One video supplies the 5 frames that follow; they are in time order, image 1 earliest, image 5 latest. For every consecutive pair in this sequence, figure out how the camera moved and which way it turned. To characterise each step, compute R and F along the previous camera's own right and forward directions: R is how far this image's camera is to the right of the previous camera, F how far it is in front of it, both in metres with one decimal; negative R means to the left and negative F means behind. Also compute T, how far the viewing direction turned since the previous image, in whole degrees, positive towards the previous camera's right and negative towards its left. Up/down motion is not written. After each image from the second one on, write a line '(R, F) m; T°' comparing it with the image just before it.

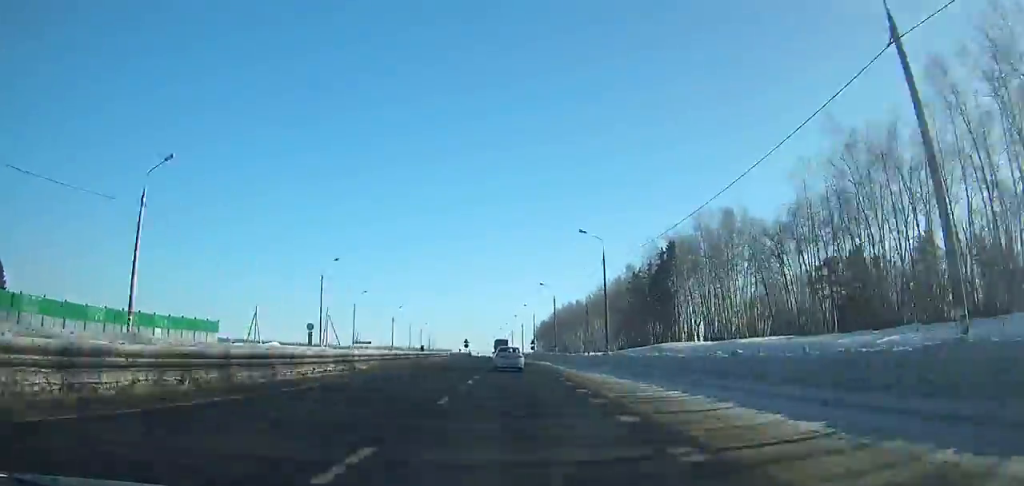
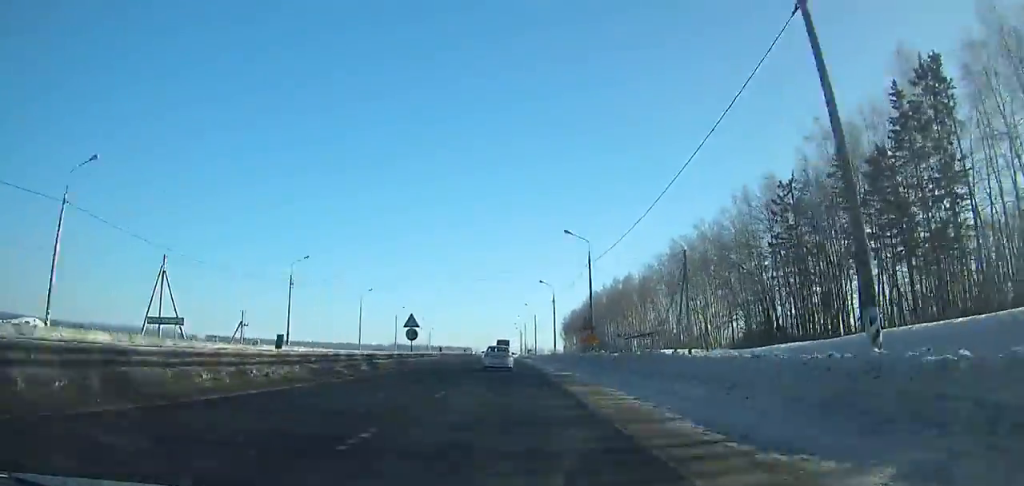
(-1.4, +70.4) m; -2°
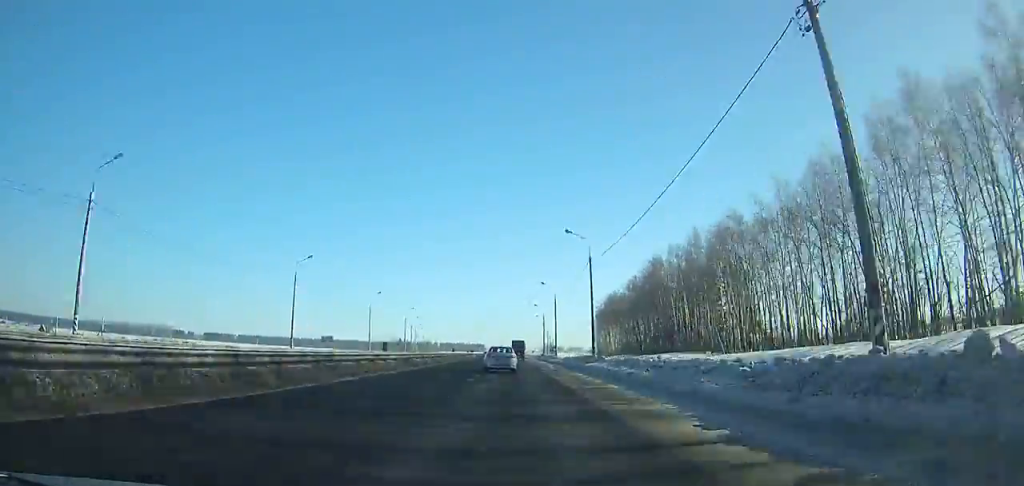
(-0.8, +70.1) m; -1°
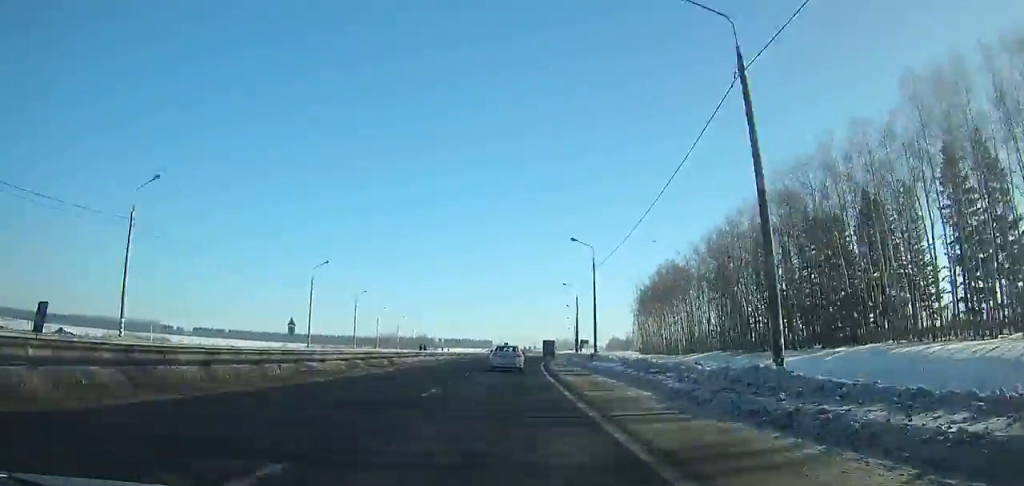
(-0.5, +67.7) m; +1°
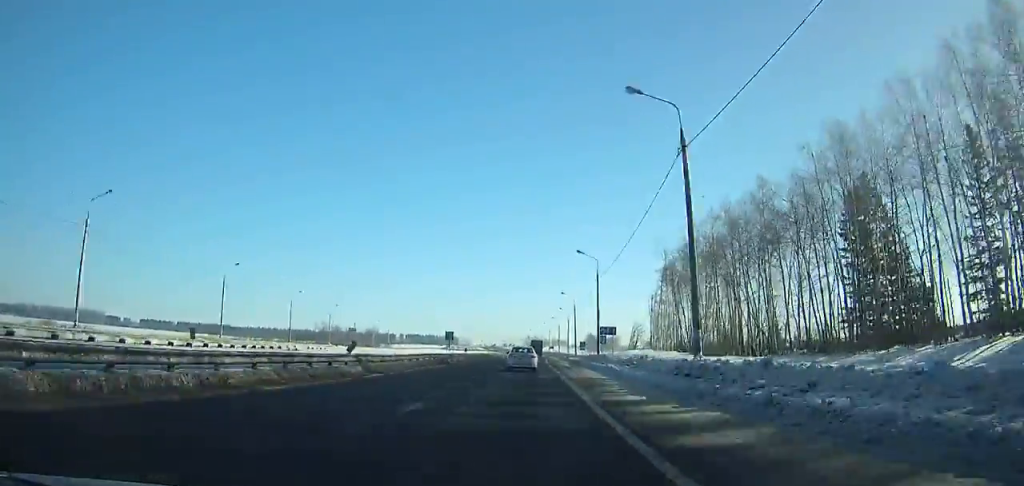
(+1.5, +65.3) m; +2°
